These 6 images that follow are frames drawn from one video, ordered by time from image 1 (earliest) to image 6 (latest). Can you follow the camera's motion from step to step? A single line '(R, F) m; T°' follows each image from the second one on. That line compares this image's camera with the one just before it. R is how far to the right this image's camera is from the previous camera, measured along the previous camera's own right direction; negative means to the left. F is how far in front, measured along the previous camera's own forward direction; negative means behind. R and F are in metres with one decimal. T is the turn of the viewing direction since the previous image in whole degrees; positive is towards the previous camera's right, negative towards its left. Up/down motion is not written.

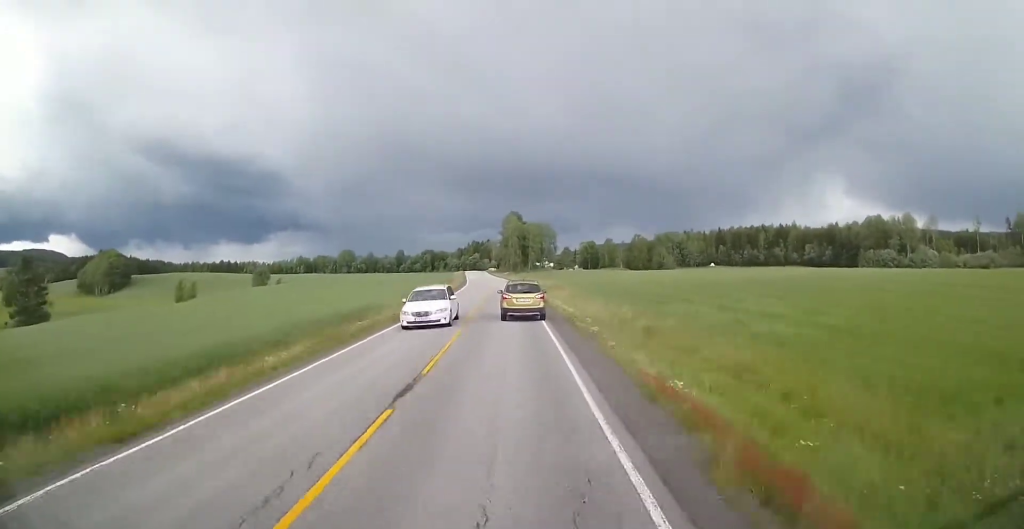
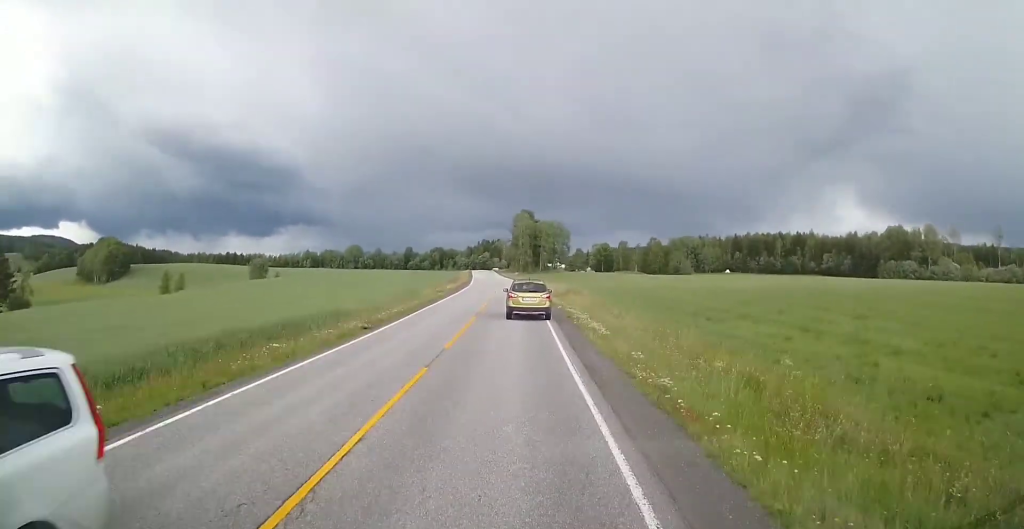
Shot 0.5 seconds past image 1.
(-0.3, +8.6) m; -2°
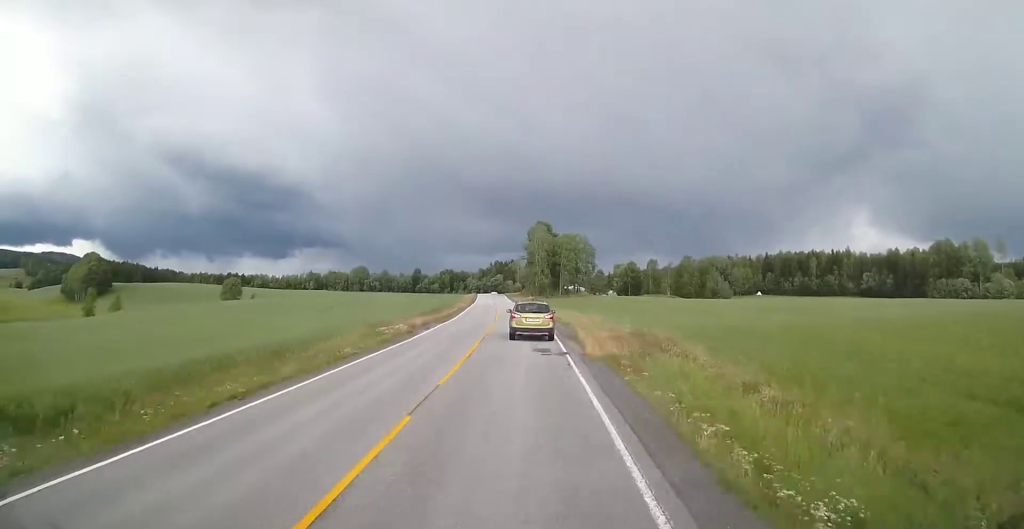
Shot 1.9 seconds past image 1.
(-0.4, +26.1) m; -2°
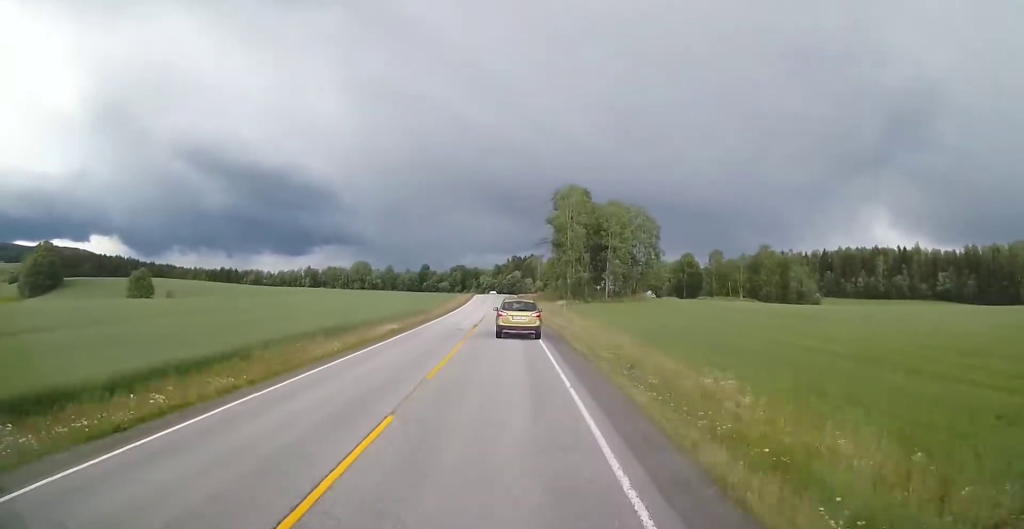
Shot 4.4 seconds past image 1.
(-1.2, +47.2) m; -2°
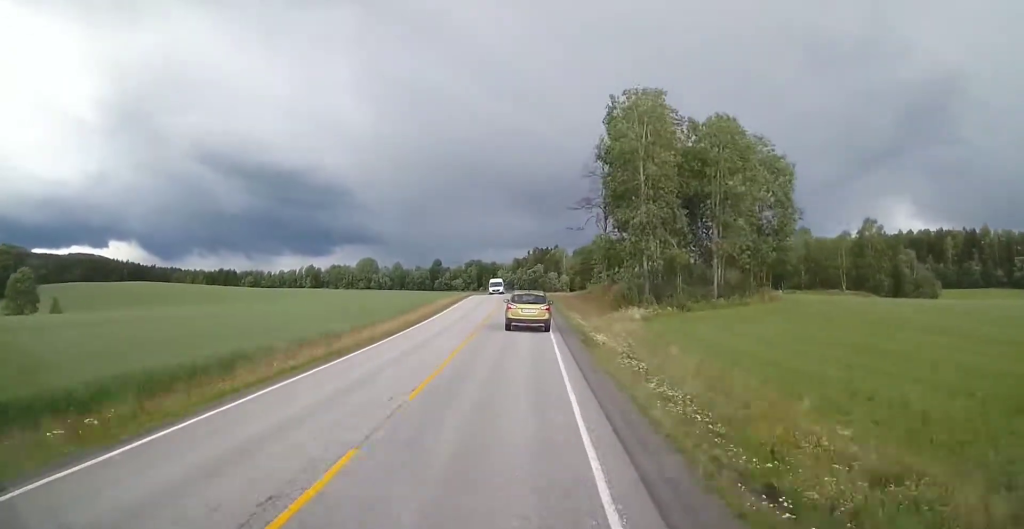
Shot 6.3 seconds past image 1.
(-1.0, +37.7) m; -3°
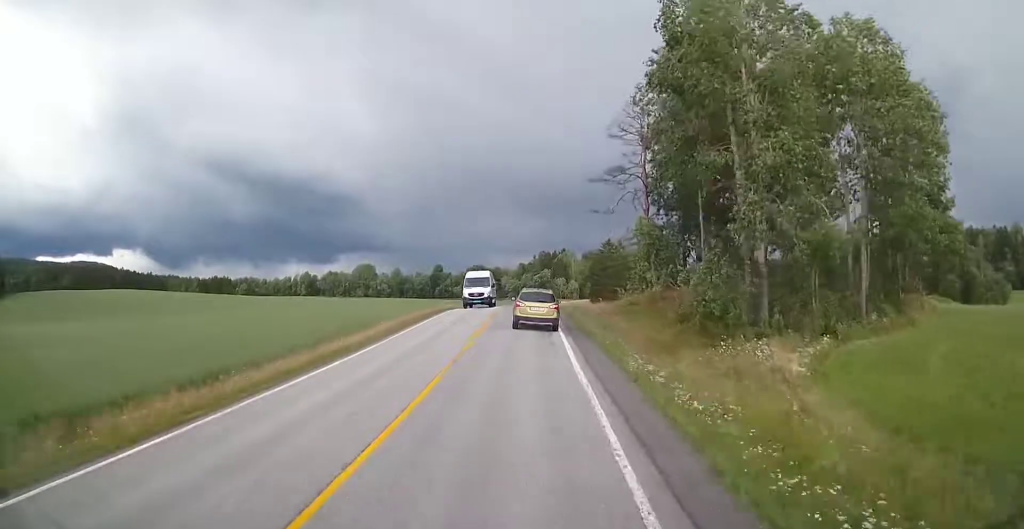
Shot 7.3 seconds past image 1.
(-0.1, +18.1) m; 0°
